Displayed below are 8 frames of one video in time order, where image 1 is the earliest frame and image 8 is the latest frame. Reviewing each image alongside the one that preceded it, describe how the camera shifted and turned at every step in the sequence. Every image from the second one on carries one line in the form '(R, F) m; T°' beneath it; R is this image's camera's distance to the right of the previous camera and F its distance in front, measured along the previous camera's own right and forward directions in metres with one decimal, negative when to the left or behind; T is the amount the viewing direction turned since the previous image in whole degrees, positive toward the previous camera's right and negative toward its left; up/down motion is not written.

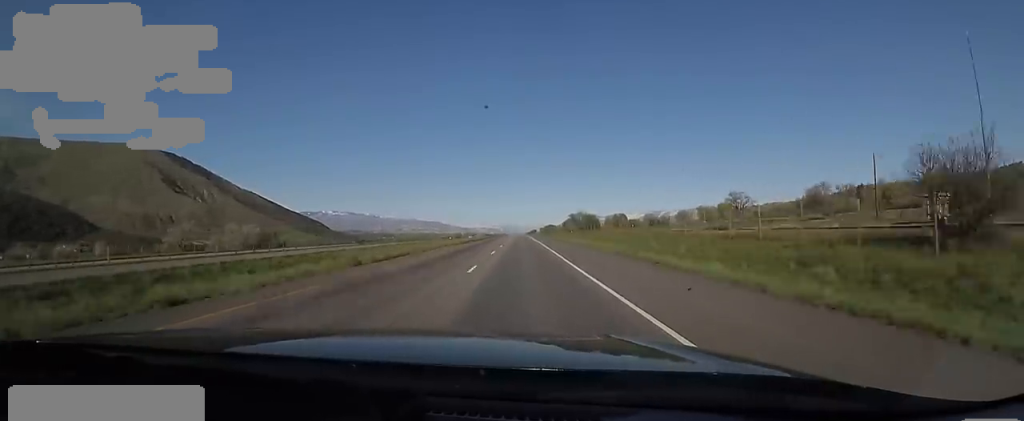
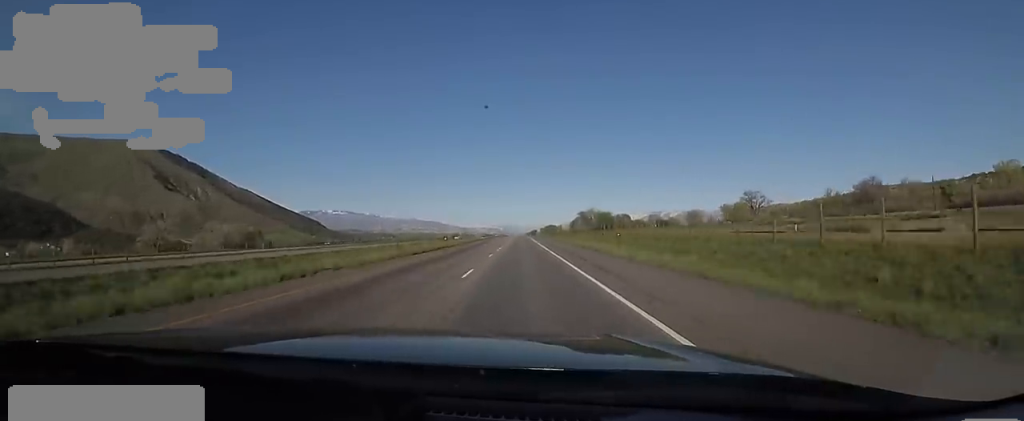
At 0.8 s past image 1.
(0.0, +26.2) m; -2°
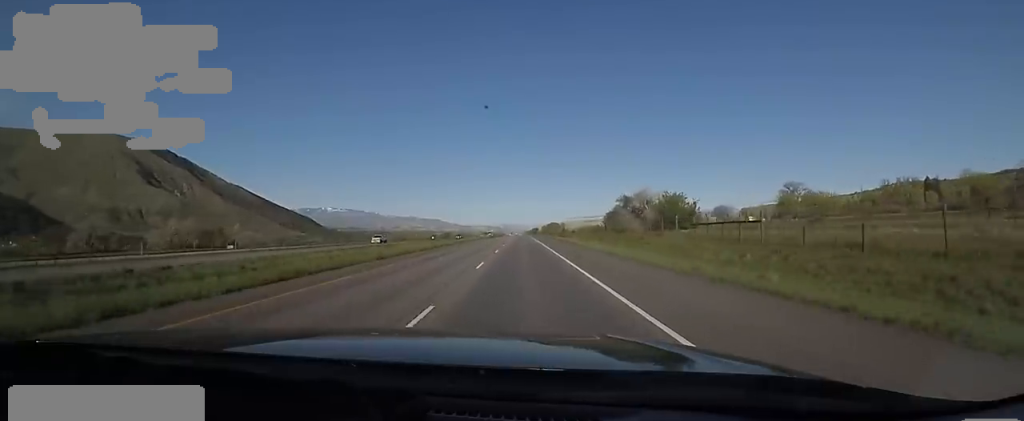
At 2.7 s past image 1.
(-1.2, +57.2) m; +1°
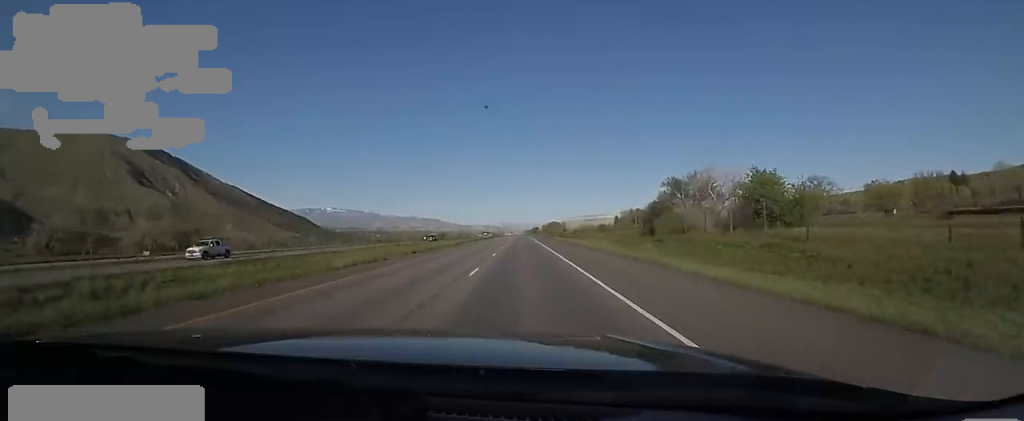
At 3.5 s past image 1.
(+0.5, +26.9) m; +1°
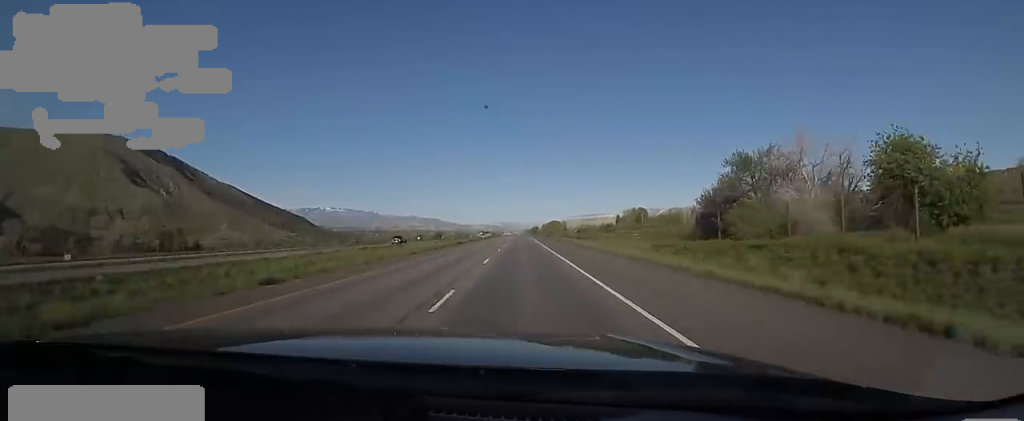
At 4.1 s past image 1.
(+0.1, +17.6) m; 0°
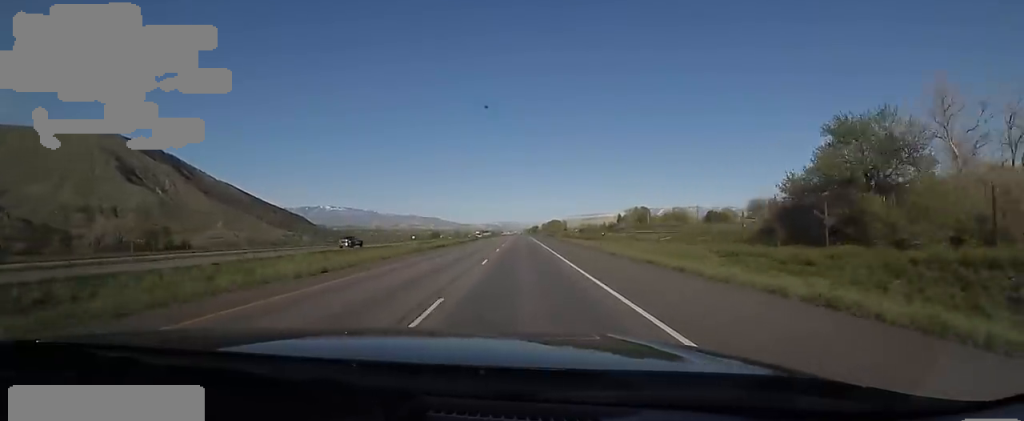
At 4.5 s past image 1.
(0.0, +13.6) m; -1°
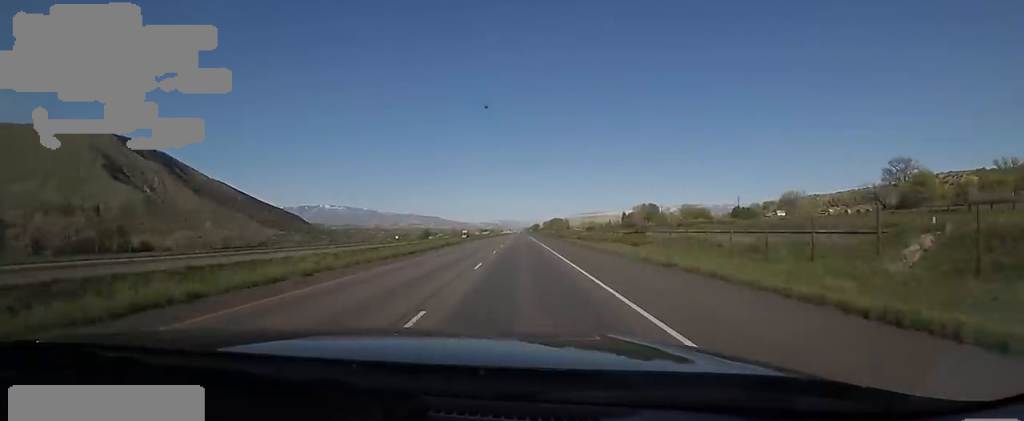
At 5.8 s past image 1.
(-1.2, +38.4) m; -2°
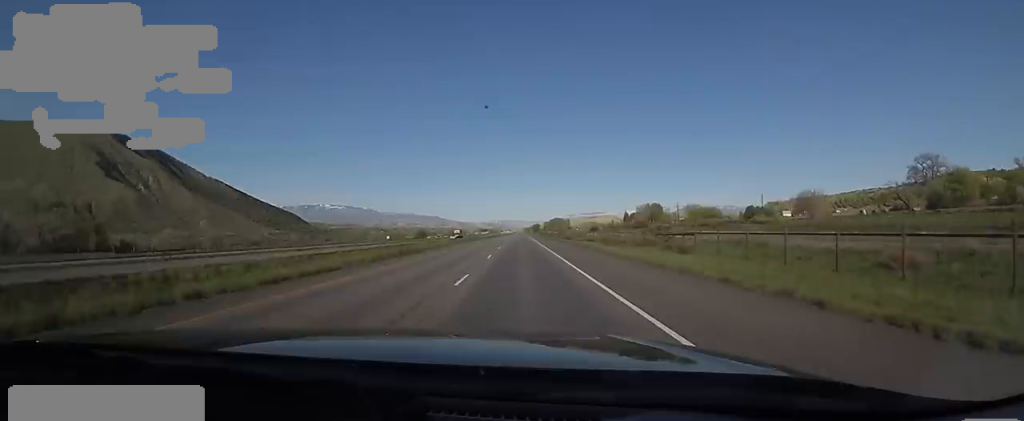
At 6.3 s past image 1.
(-0.1, +16.6) m; +1°
